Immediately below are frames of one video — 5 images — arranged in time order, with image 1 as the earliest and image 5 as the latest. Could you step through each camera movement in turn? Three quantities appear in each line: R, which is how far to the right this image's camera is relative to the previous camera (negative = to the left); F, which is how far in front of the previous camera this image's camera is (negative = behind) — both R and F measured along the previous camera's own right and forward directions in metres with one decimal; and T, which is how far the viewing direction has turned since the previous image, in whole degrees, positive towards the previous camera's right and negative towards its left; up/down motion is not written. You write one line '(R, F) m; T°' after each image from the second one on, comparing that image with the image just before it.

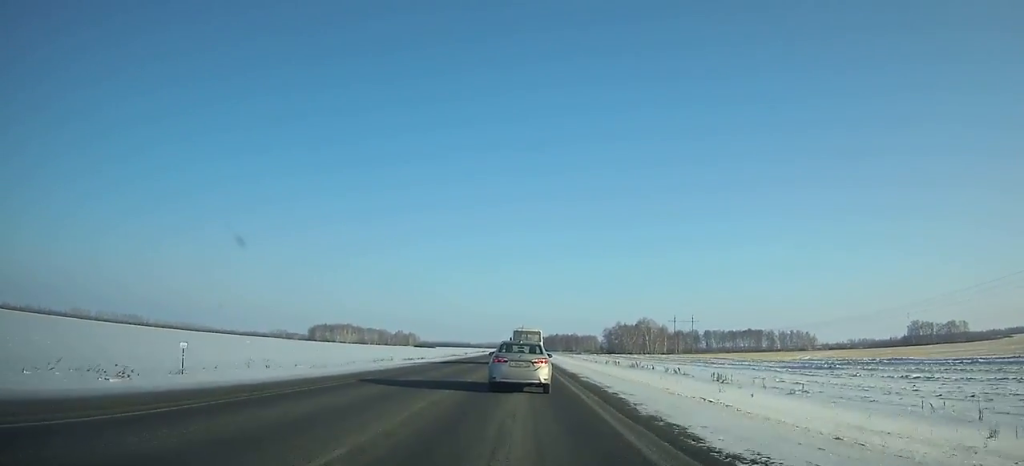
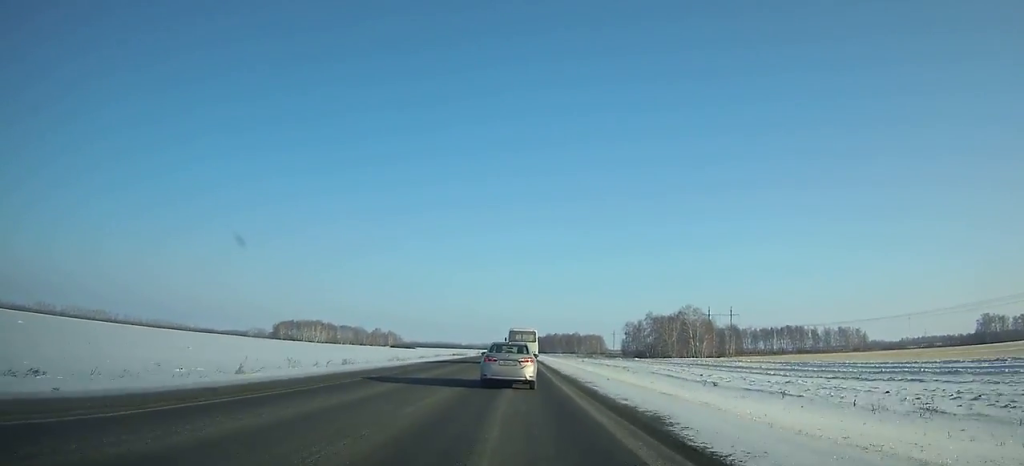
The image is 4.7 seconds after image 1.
(-0.2, +89.4) m; 0°
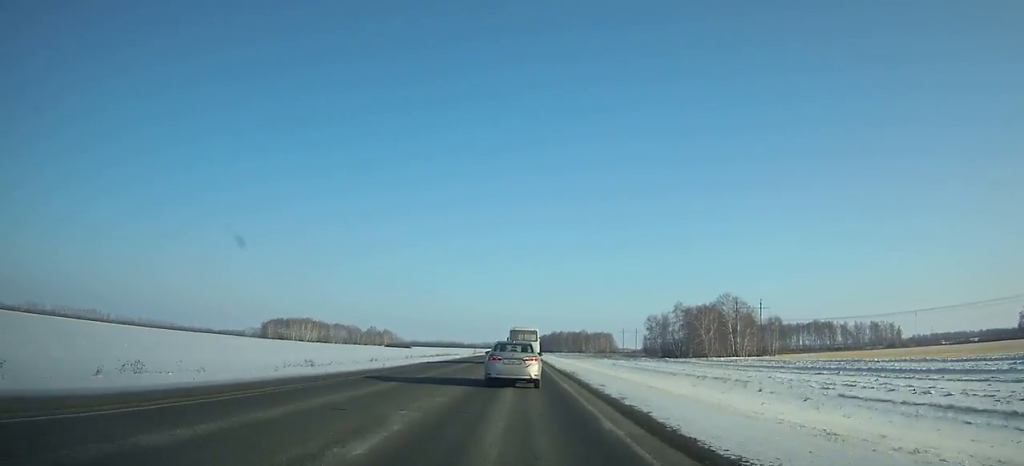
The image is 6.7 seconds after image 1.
(+0.1, +38.0) m; 0°
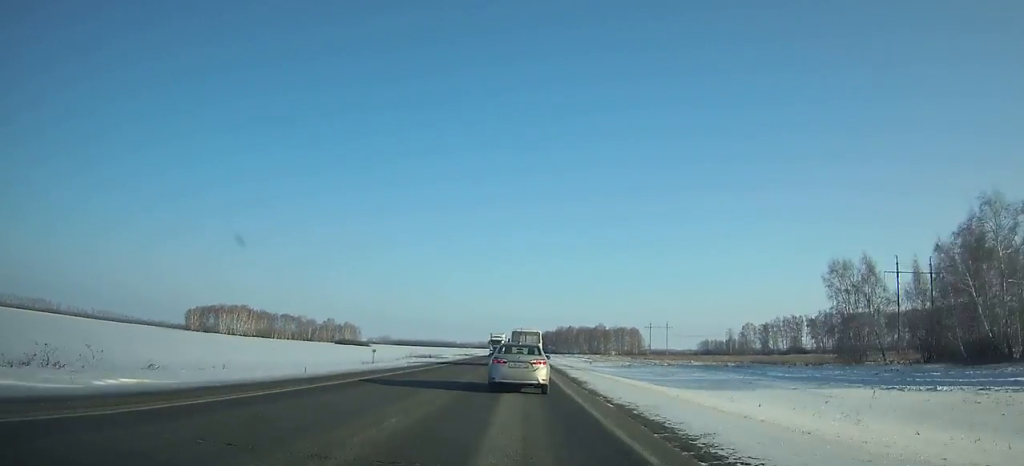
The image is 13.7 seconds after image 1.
(+0.1, +133.0) m; 0°
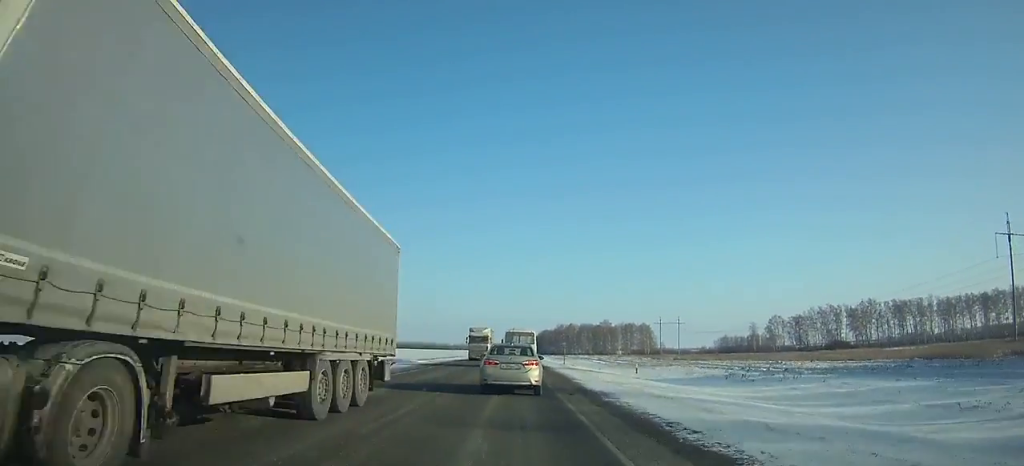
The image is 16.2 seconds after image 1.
(0.0, +47.3) m; 0°
